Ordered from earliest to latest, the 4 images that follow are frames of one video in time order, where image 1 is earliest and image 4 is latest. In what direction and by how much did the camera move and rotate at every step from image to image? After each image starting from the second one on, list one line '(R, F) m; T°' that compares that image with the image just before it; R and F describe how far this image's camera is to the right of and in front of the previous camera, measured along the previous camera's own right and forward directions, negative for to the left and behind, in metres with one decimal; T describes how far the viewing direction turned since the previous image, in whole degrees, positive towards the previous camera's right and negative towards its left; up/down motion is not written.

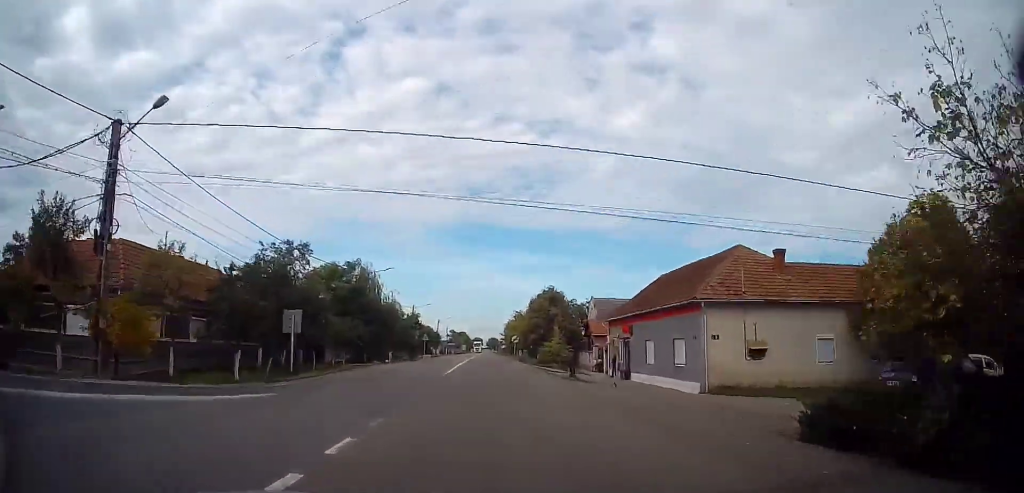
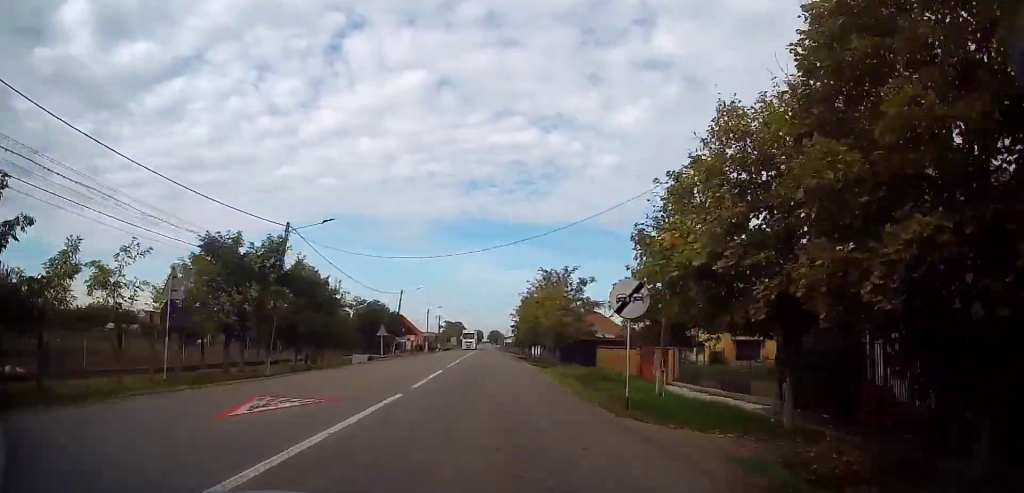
(+0.2, +50.2) m; 0°
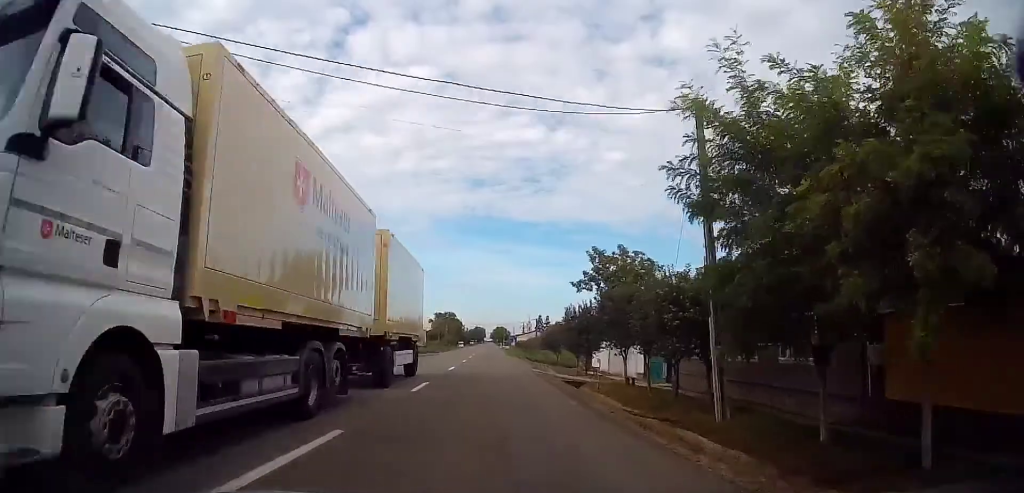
(-0.2, +62.5) m; -1°
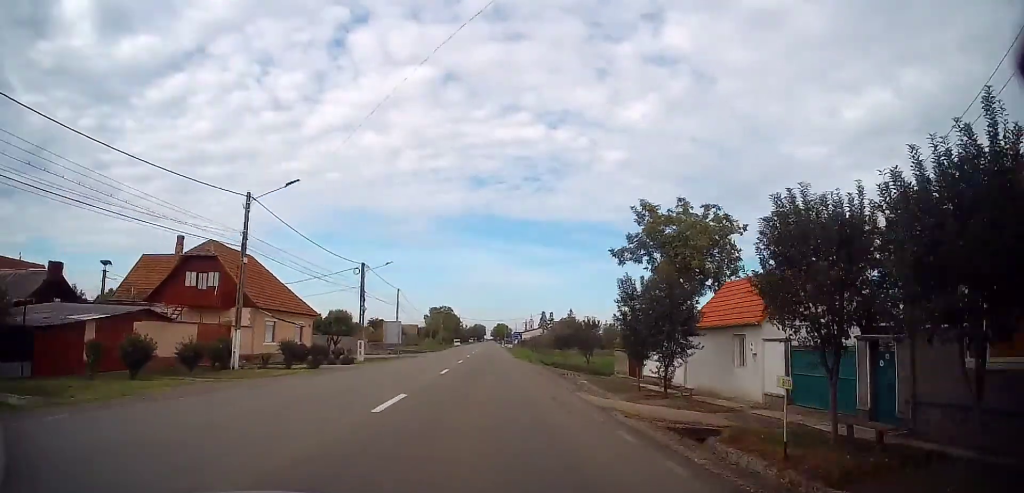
(-0.8, +16.0) m; -1°
